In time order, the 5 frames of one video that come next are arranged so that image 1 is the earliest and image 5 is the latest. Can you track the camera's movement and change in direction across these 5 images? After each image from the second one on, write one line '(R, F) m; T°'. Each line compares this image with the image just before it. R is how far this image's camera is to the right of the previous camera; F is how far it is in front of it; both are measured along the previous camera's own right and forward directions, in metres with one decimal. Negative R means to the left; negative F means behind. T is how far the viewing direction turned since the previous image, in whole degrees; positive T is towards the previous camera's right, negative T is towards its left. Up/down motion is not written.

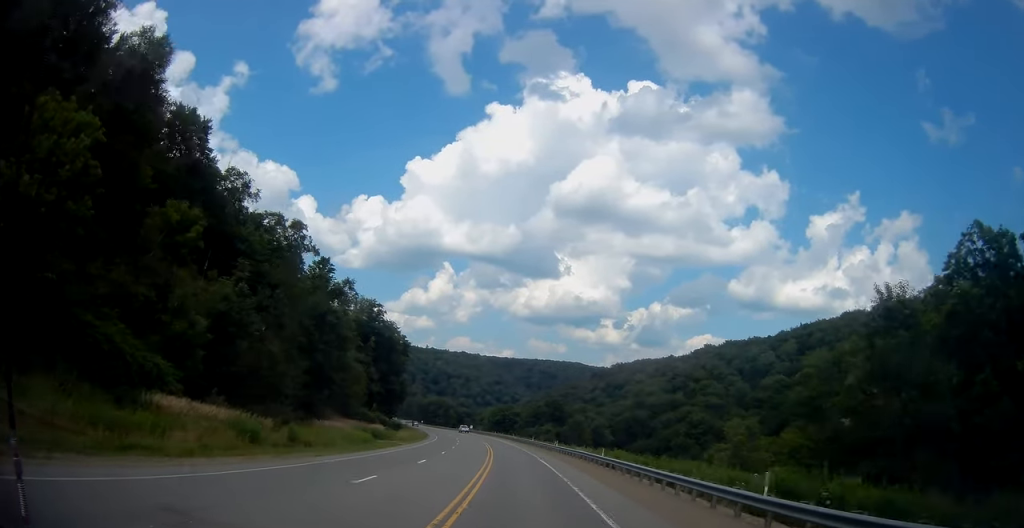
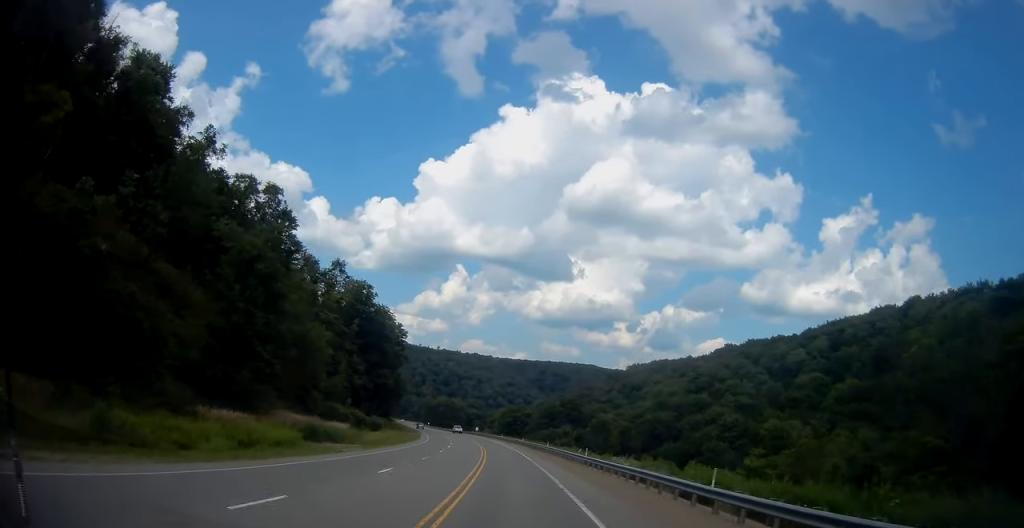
(-0.3, +19.5) m; -1°
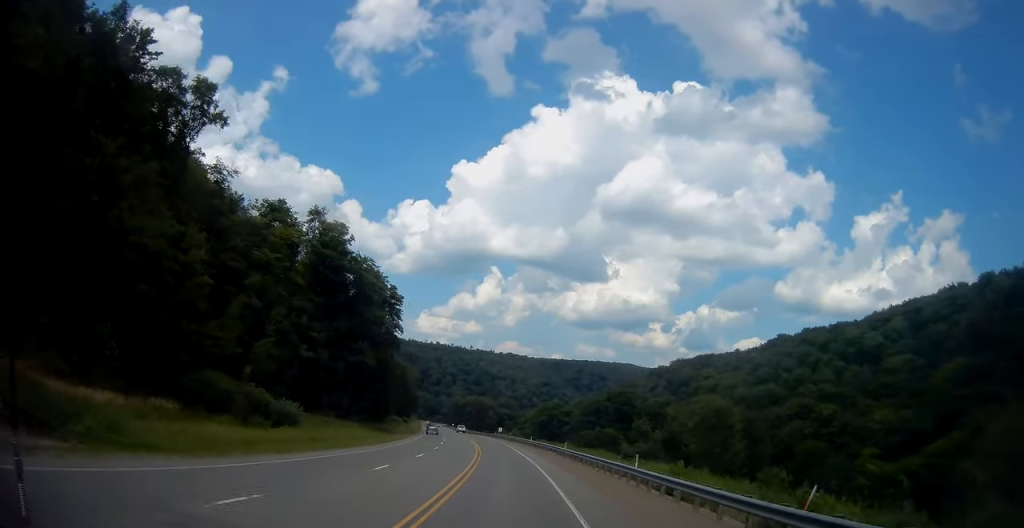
(-0.6, +36.7) m; -3°
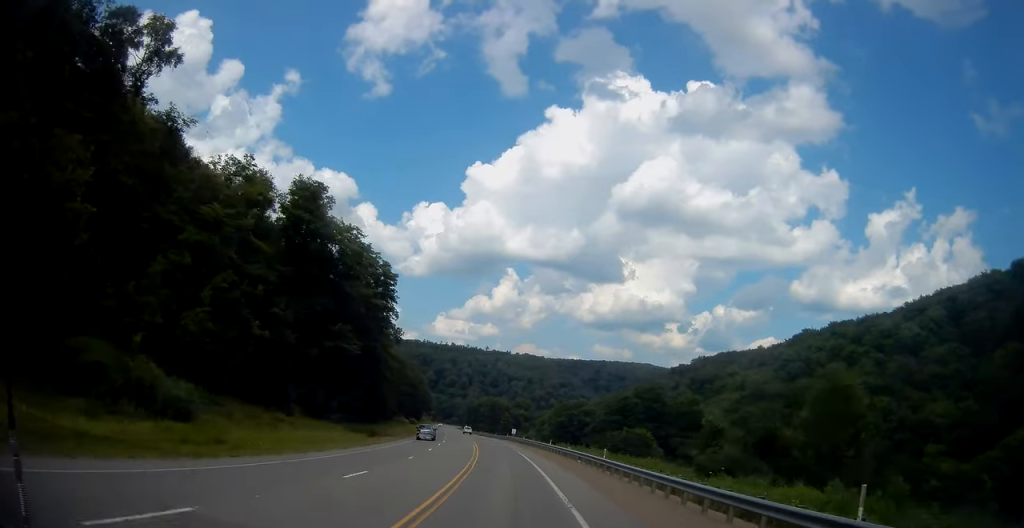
(-0.4, +15.6) m; -2°
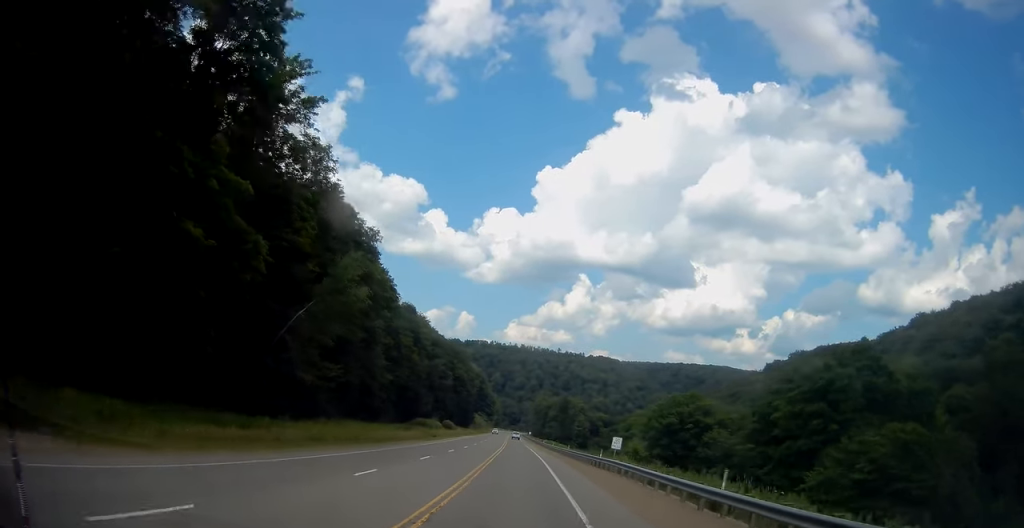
(-3.8, +61.7) m; -7°
